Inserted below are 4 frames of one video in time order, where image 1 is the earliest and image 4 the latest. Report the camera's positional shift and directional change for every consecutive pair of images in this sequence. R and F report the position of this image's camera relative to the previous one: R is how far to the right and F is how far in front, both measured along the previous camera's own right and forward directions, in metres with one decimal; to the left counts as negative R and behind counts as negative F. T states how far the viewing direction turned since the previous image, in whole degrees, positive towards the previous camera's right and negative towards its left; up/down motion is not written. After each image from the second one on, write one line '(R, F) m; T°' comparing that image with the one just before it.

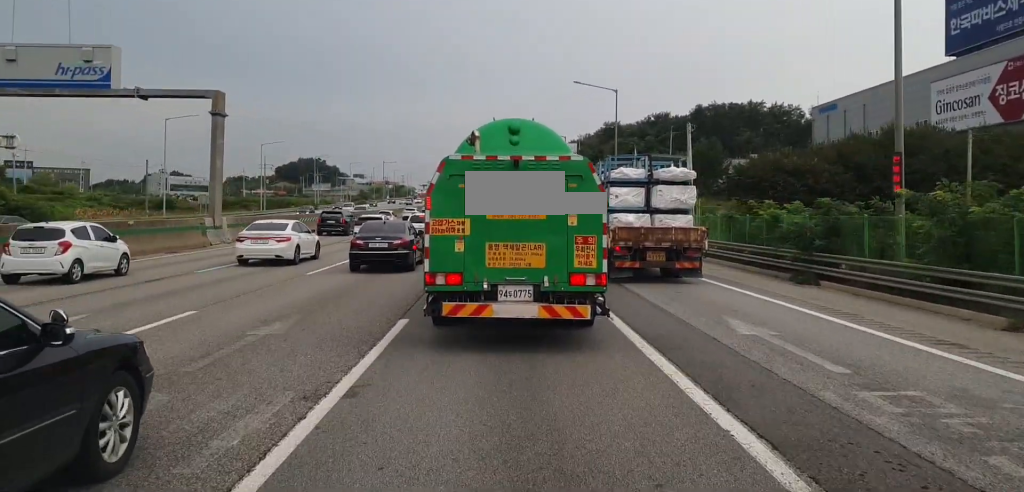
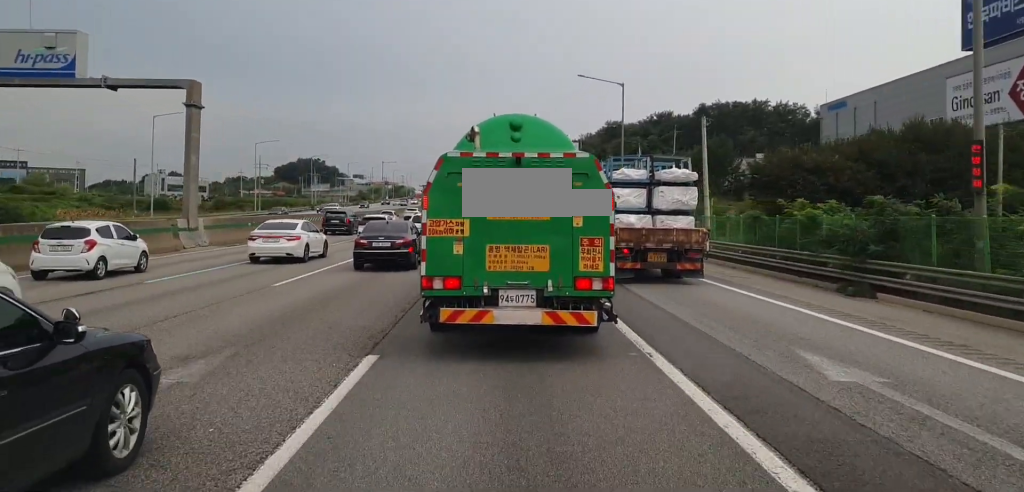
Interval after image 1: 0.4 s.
(0.0, +2.4) m; +1°
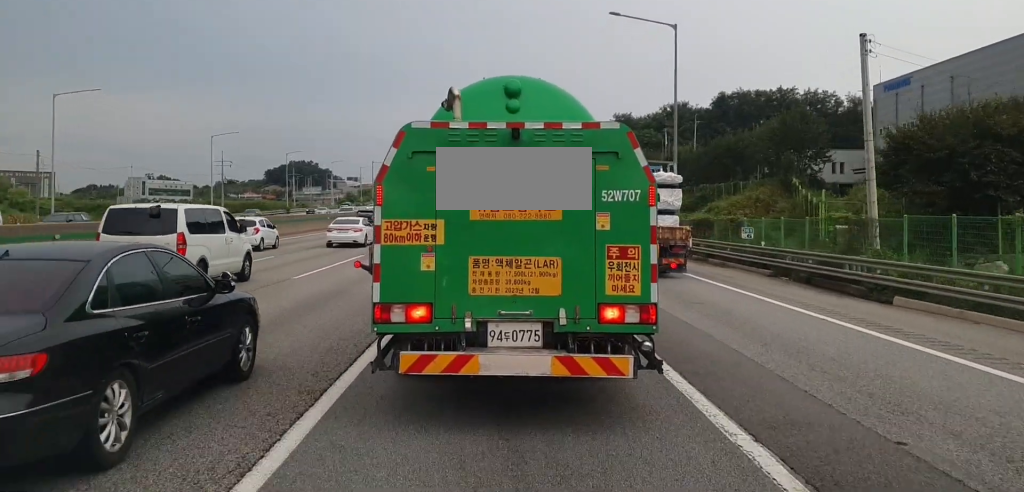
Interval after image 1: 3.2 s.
(+0.2, +17.8) m; 0°
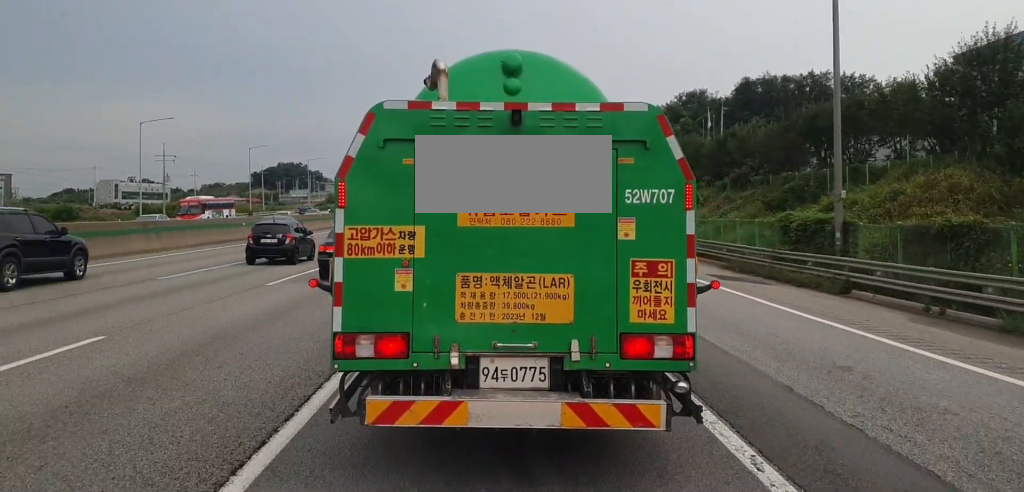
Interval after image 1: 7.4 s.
(+0.1, +20.8) m; -1°
